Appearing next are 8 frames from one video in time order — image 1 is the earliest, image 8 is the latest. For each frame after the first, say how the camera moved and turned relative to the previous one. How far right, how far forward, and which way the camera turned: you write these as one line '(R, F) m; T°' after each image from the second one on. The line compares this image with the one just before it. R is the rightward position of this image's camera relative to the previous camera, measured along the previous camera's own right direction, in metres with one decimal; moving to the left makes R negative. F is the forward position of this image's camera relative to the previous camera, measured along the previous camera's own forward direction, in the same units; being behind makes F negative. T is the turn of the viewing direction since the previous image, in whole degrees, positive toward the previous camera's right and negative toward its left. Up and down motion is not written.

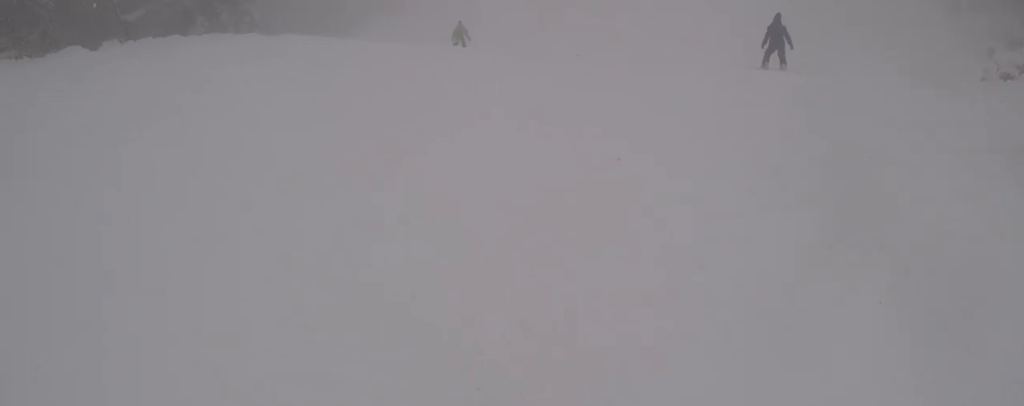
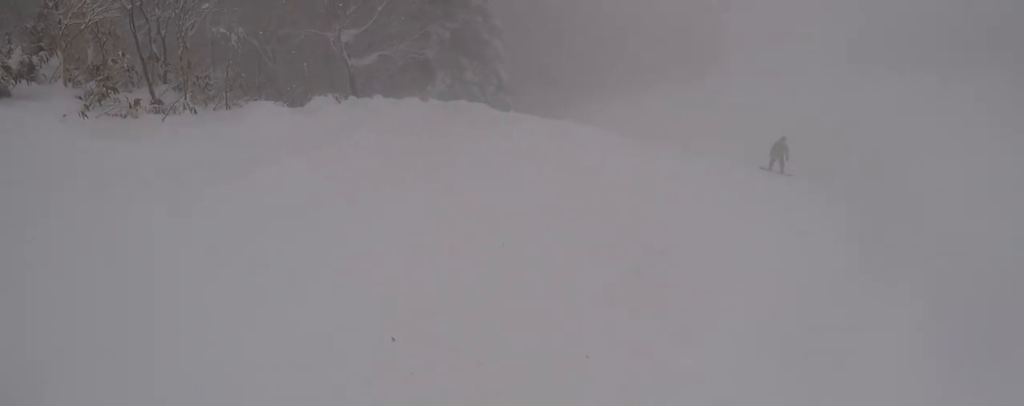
(+1.8, +6.2) m; +60°
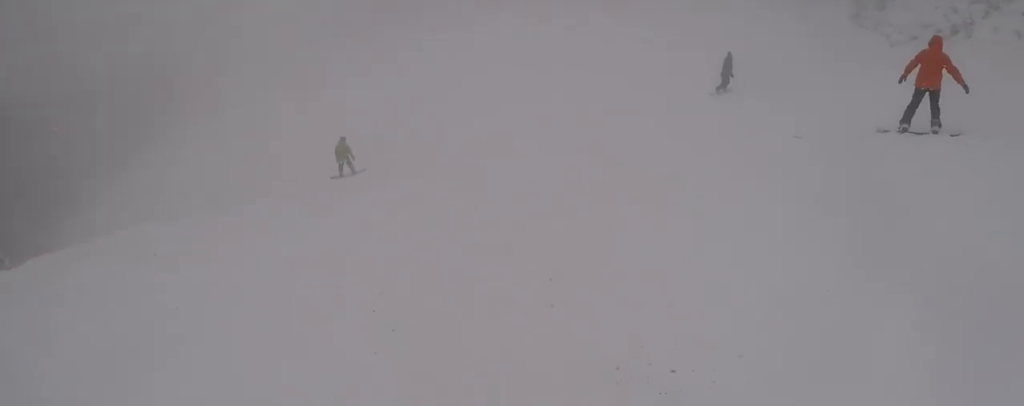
(+1.1, +3.3) m; +24°
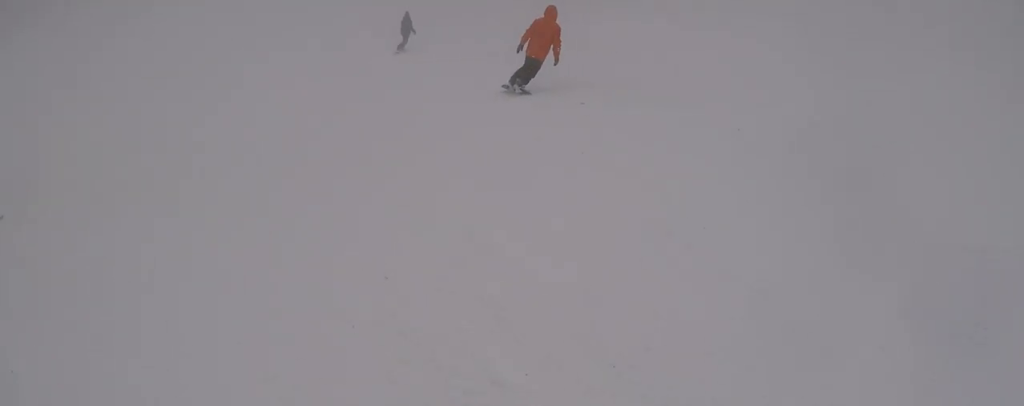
(+0.1, +3.1) m; +15°
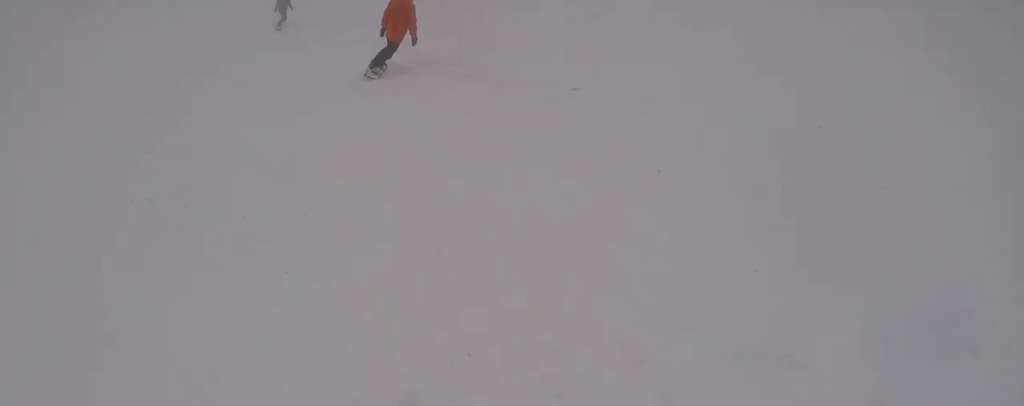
(+0.3, +2.2) m; +3°
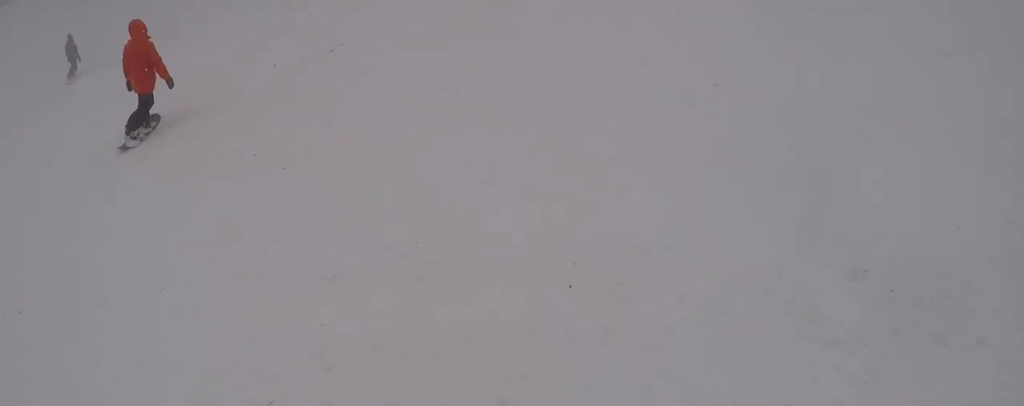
(+0.1, +5.2) m; -25°
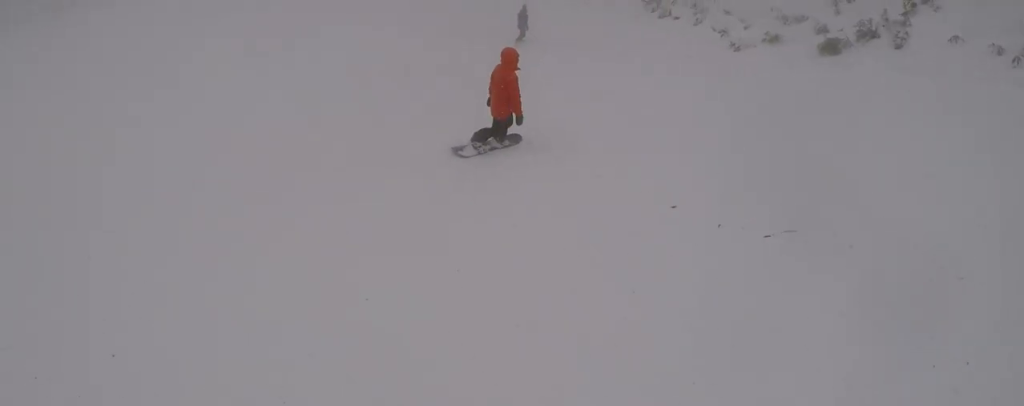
(-1.1, +3.3) m; -41°
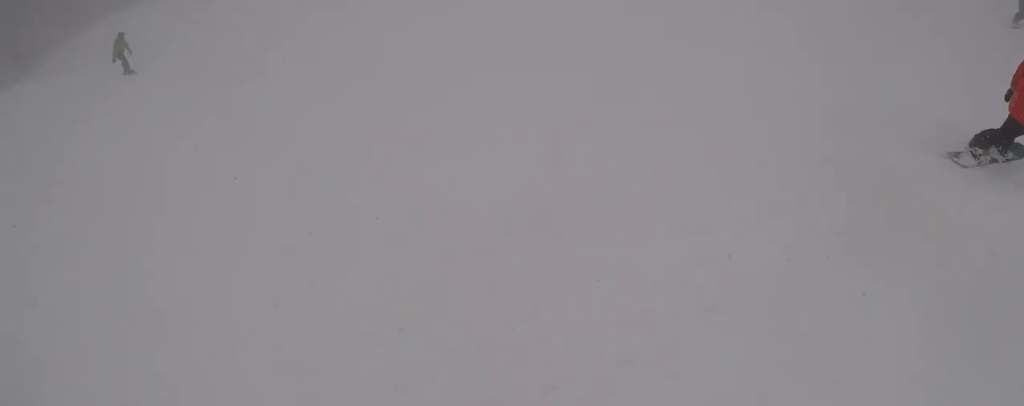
(-1.4, +3.5) m; -34°
